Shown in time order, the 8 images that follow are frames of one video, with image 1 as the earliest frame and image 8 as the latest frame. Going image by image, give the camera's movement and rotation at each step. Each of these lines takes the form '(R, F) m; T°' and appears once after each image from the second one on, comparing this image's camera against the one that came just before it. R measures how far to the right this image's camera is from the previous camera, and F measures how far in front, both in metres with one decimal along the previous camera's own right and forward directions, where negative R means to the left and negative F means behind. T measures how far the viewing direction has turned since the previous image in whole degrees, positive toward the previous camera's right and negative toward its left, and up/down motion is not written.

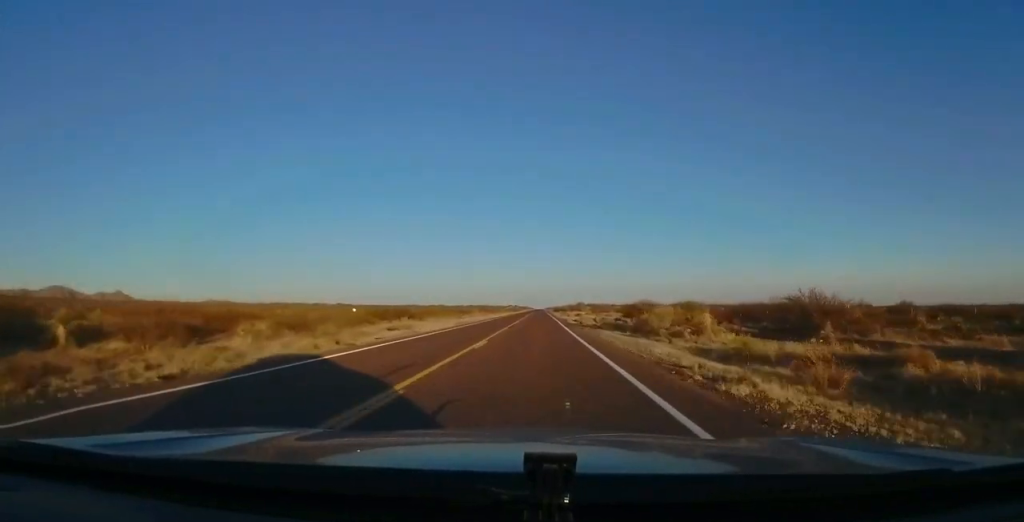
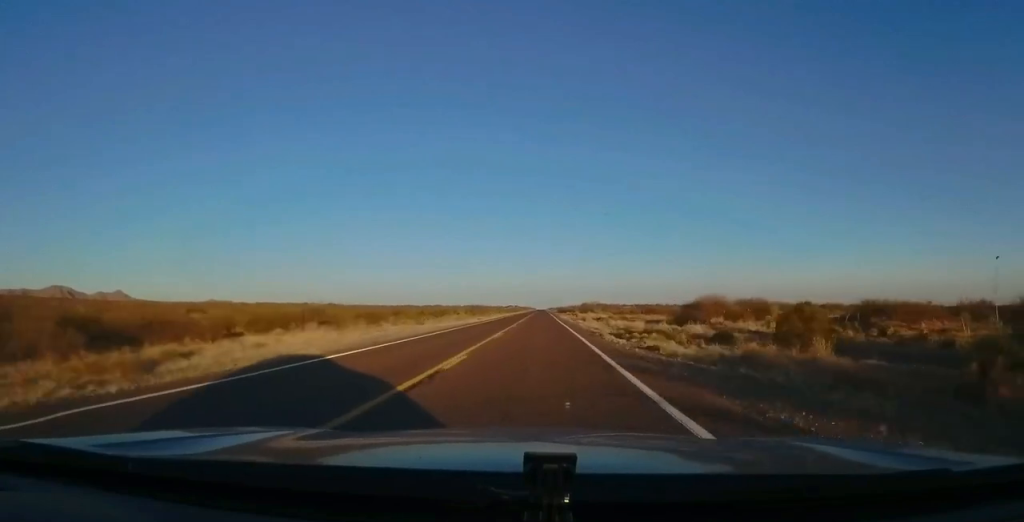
(0.0, +30.5) m; -1°
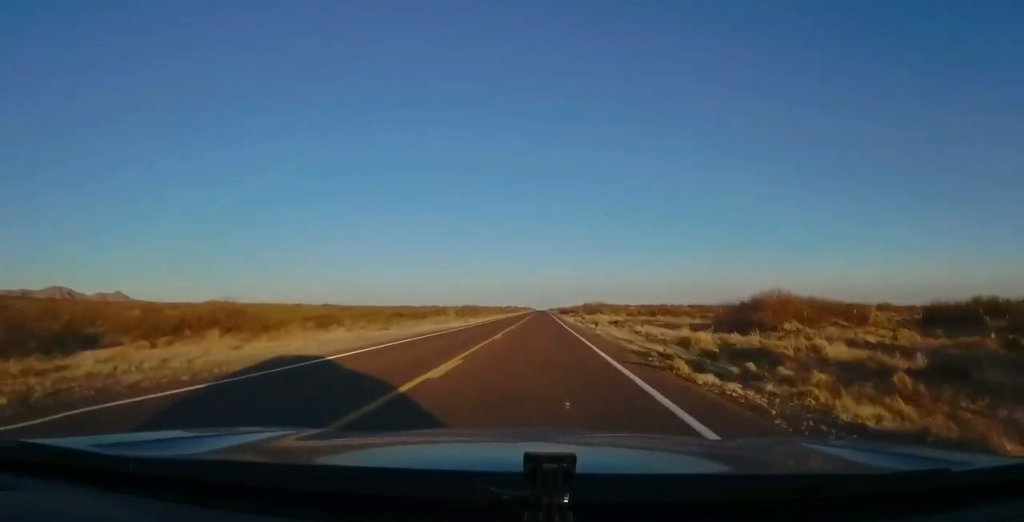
(-0.2, +13.7) m; 0°
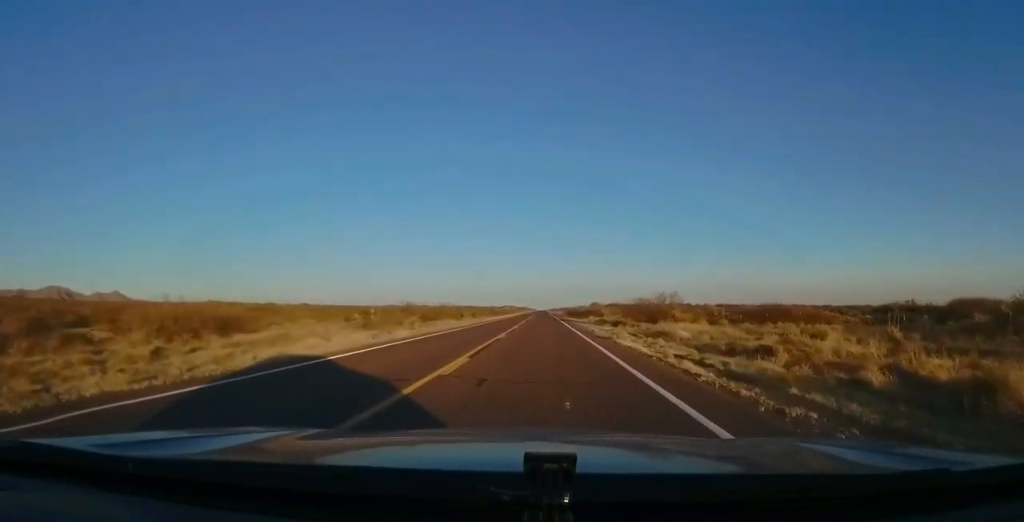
(-0.4, +49.0) m; 0°
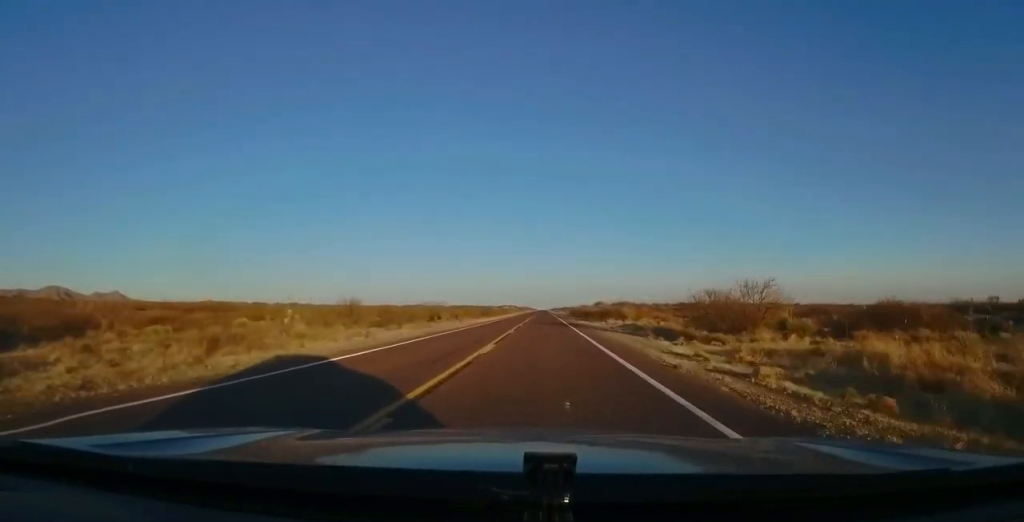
(-0.1, +19.5) m; +1°
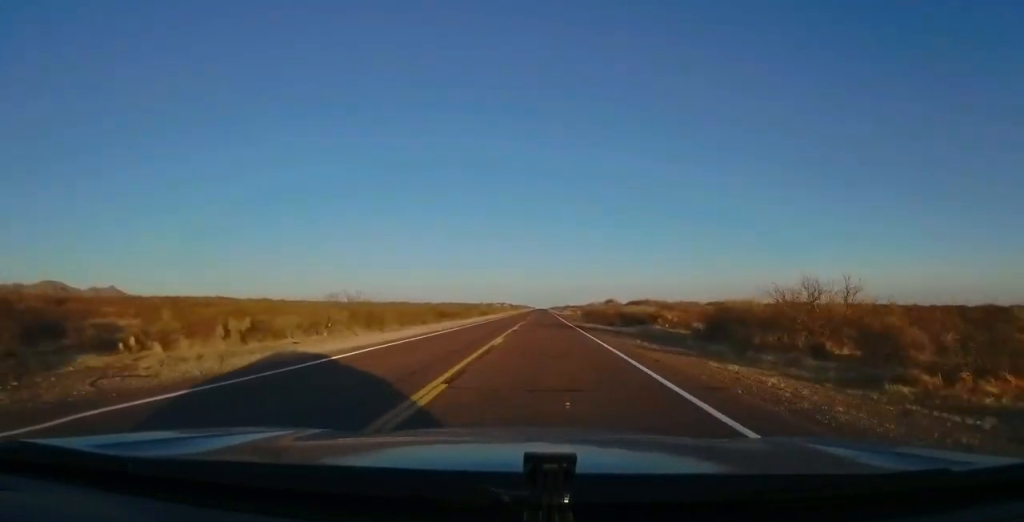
(+0.5, +46.8) m; 0°
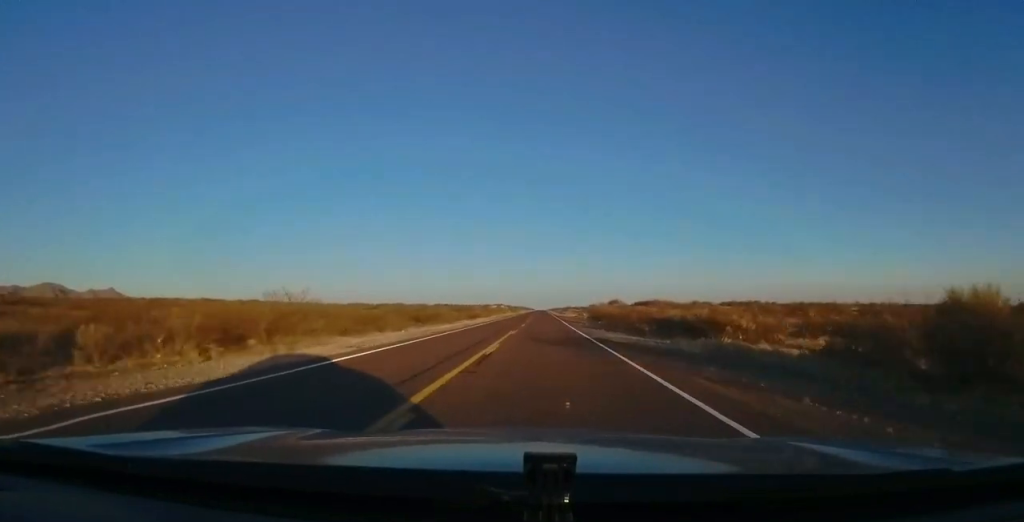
(-0.3, +14.6) m; 0°
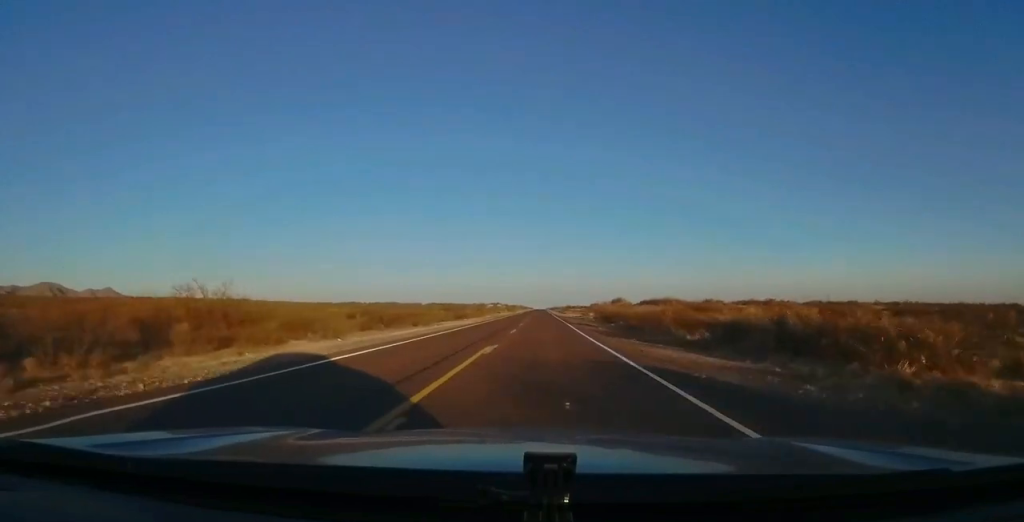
(+0.2, +12.6) m; 0°
